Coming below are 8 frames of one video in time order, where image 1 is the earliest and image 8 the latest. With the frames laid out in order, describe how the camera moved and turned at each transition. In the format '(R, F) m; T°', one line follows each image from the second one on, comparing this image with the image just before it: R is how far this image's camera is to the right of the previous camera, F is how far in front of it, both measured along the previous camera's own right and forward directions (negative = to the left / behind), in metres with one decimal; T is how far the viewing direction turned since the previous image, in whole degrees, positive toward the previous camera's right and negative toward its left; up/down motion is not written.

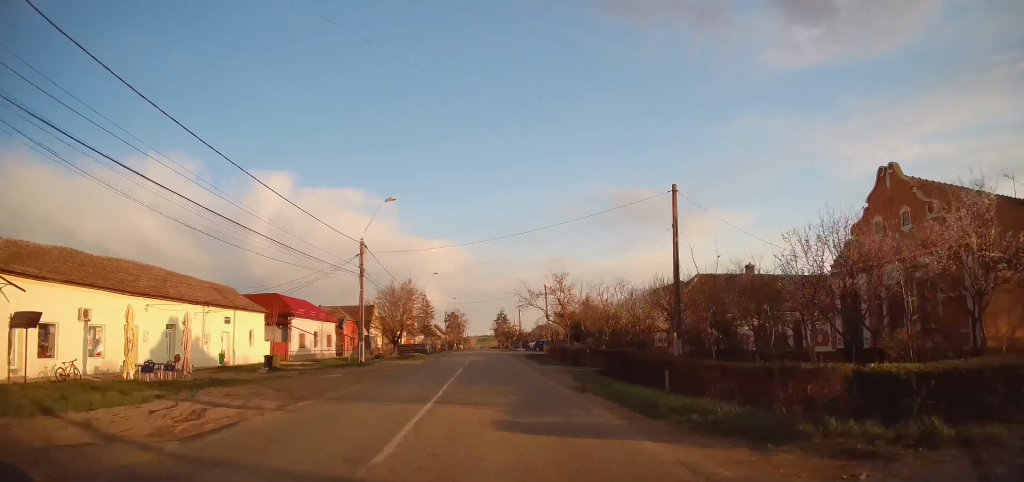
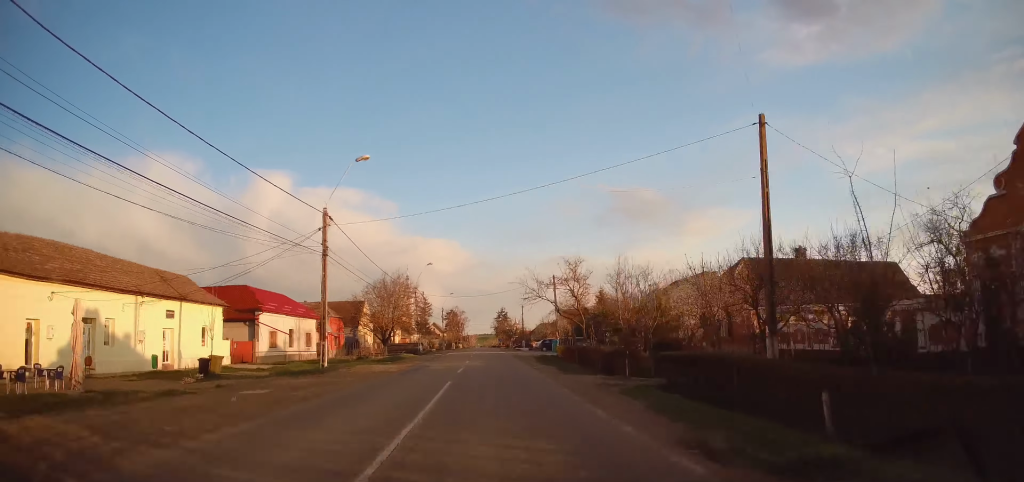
(+0.2, +6.8) m; +1°
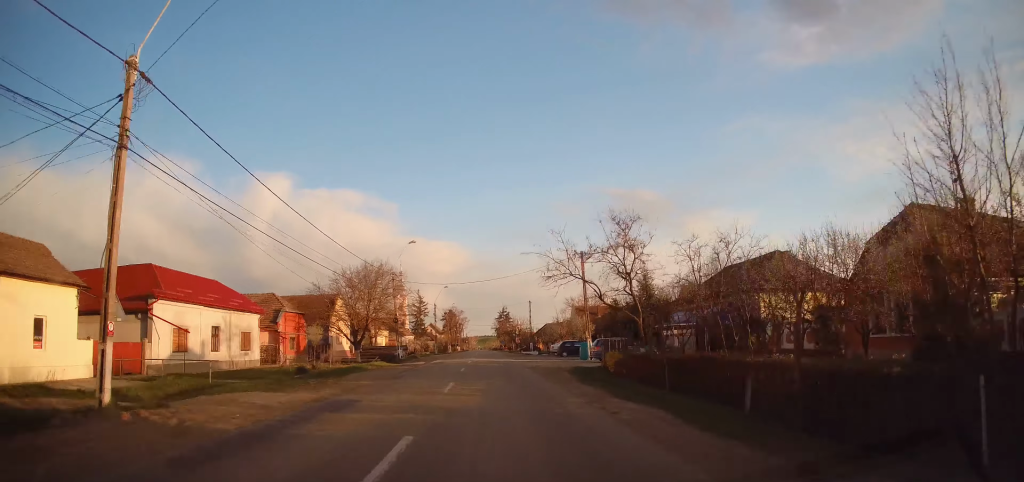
(+0.9, +13.1) m; +2°
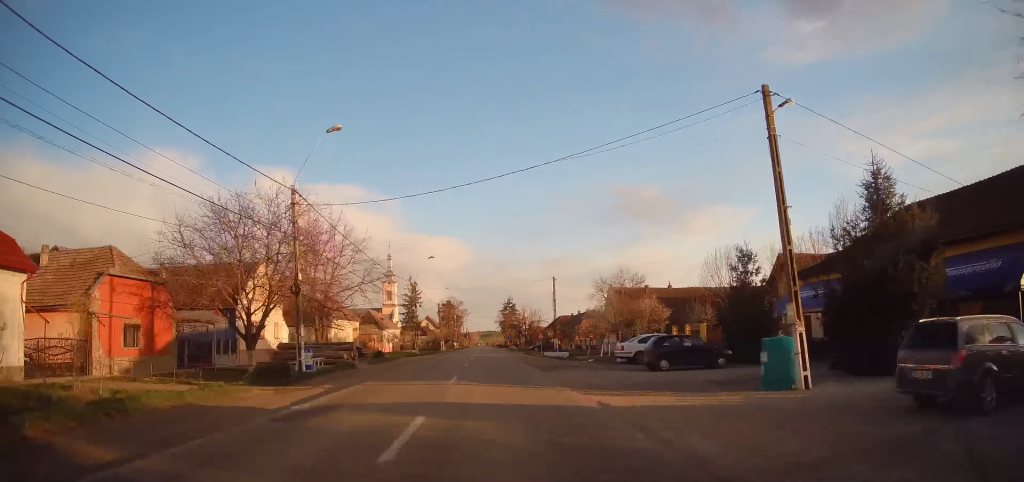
(-0.7, +19.6) m; -3°
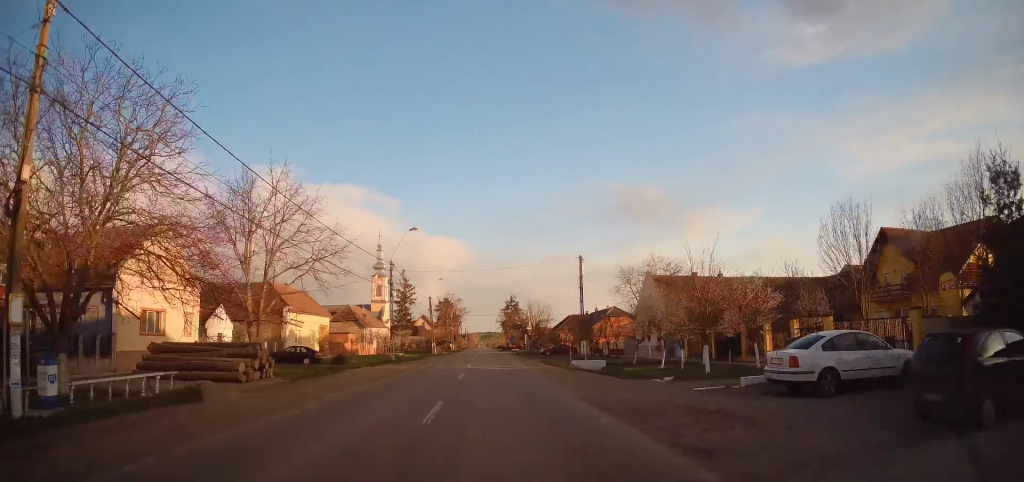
(-0.1, +12.2) m; 0°
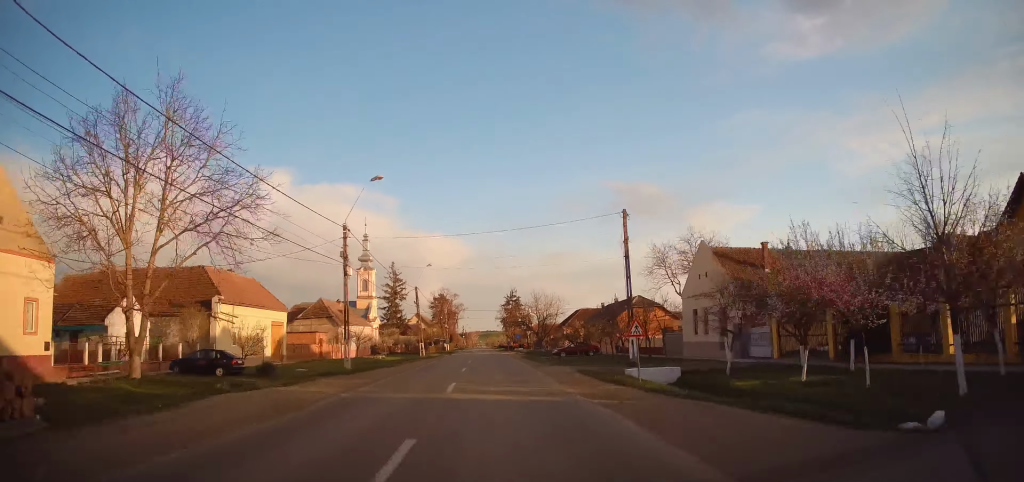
(0.0, +11.7) m; 0°
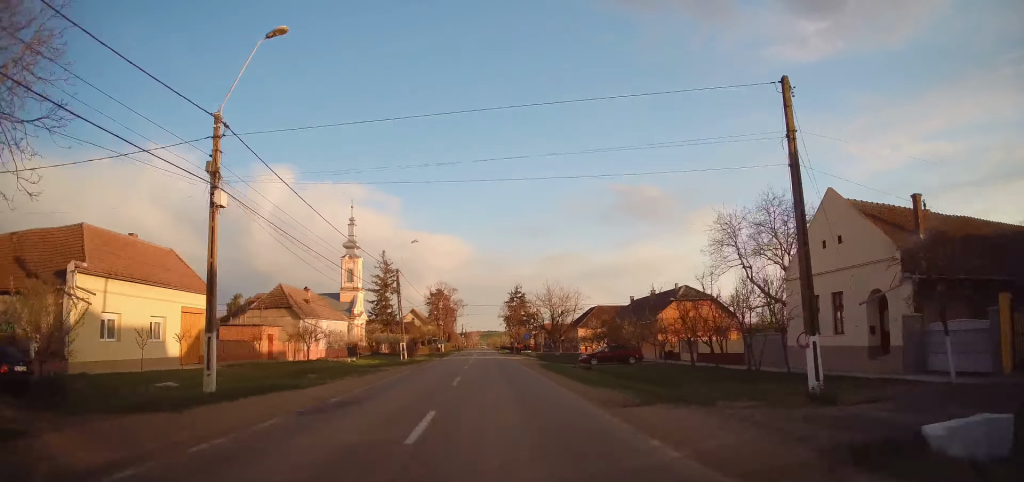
(+0.3, +13.9) m; -1°
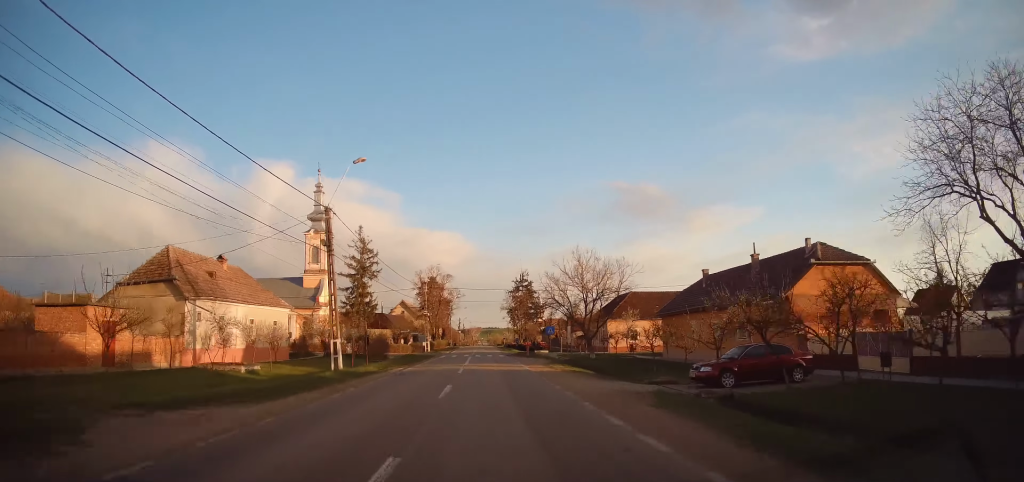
(-0.5, +20.8) m; -1°
